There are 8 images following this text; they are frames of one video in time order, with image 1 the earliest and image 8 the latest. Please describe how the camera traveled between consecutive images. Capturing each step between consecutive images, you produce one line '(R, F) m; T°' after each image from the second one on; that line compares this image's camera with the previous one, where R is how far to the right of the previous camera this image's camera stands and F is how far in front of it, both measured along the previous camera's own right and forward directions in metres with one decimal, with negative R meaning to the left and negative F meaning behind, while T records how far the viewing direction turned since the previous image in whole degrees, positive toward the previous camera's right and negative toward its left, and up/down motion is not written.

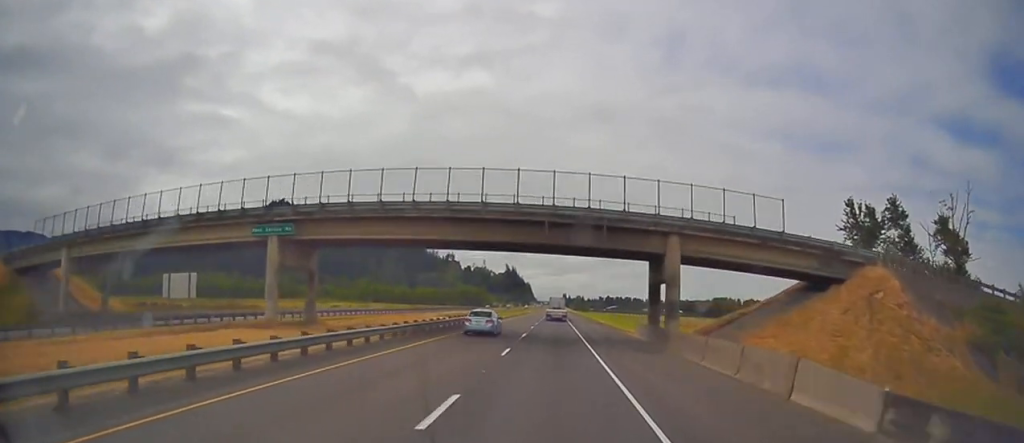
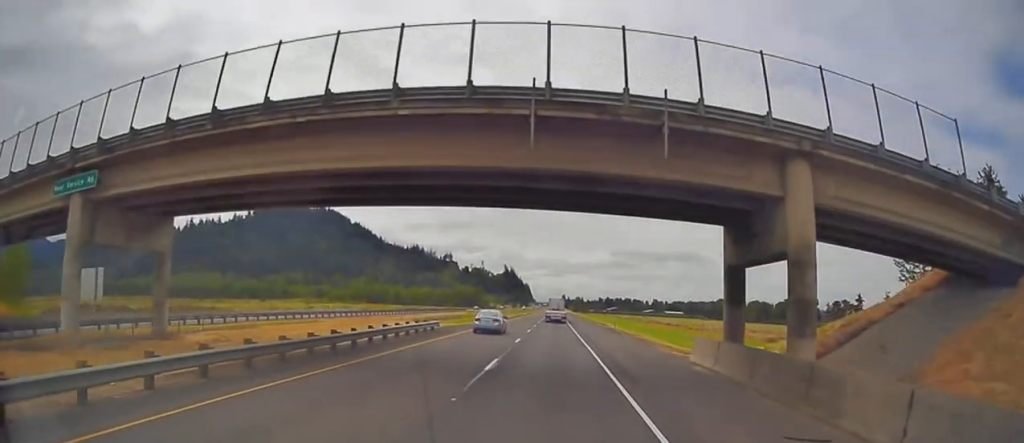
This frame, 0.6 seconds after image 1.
(-0.1, +16.9) m; 0°
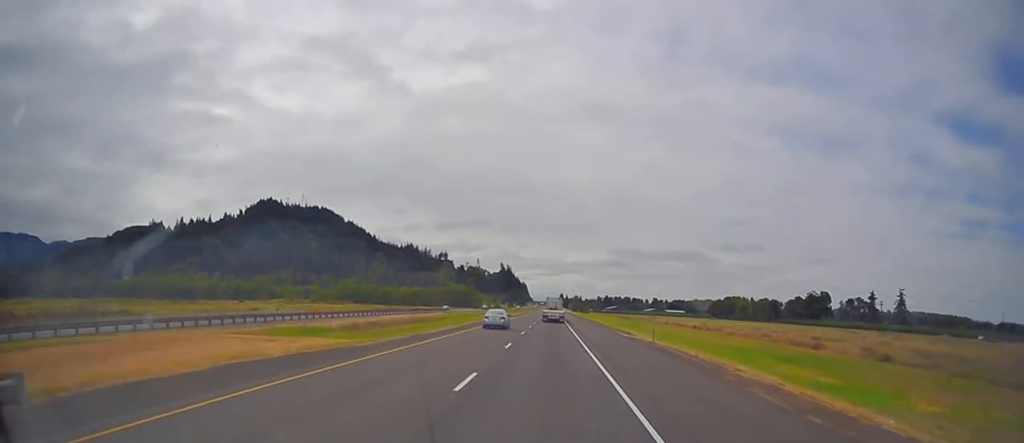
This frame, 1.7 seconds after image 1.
(+0.3, +28.9) m; 0°
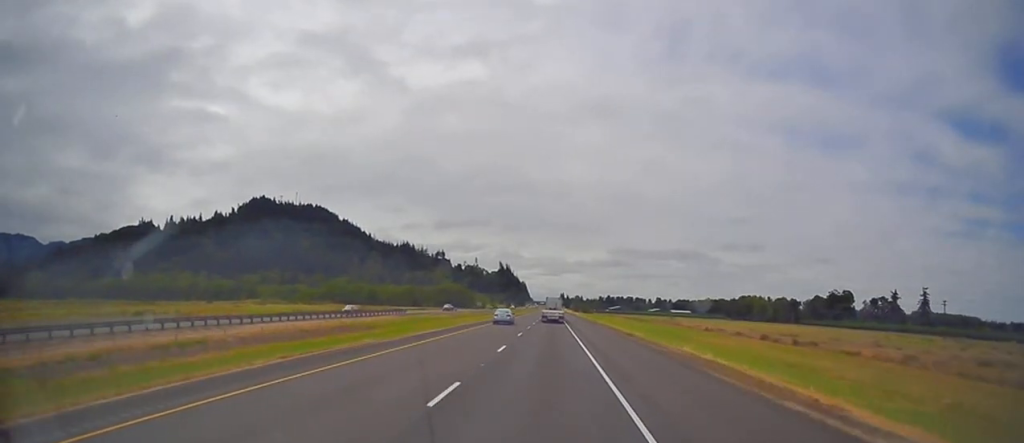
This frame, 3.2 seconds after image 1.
(-0.4, +36.9) m; 0°
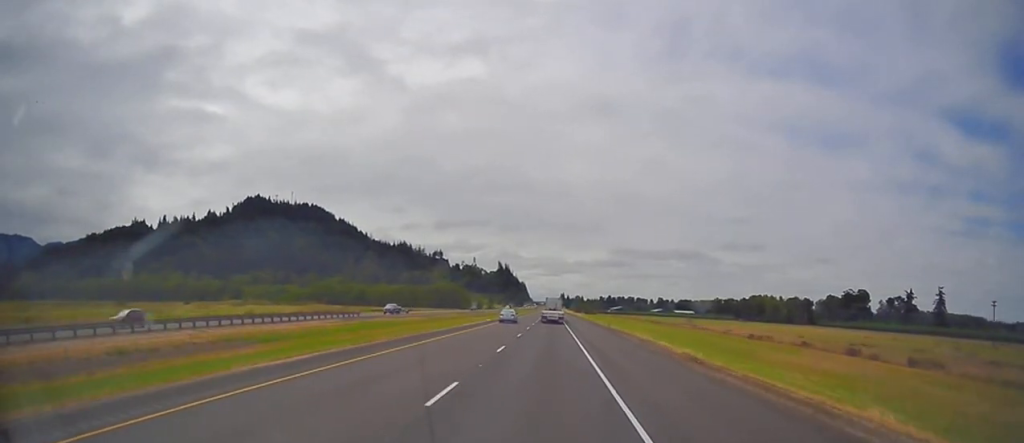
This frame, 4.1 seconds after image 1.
(+0.6, +24.6) m; +1°
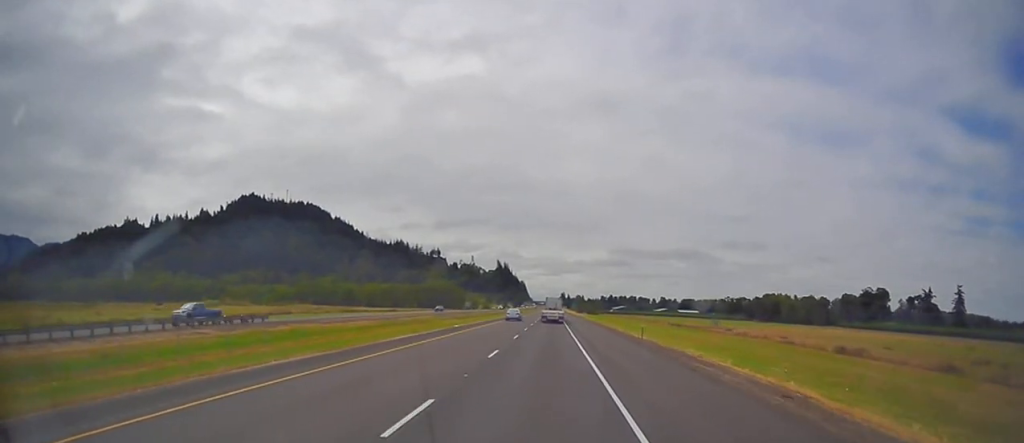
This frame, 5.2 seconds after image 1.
(0.0, +26.0) m; -1°
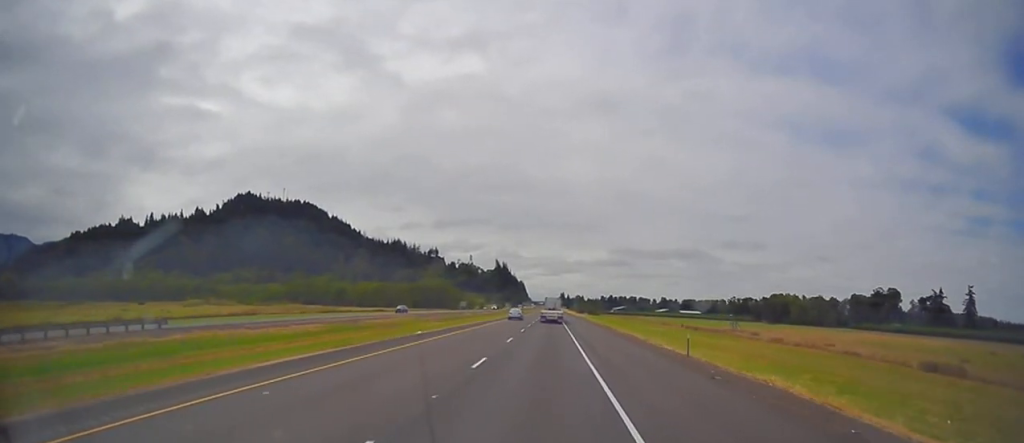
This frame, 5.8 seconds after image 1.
(-0.4, +15.8) m; 0°
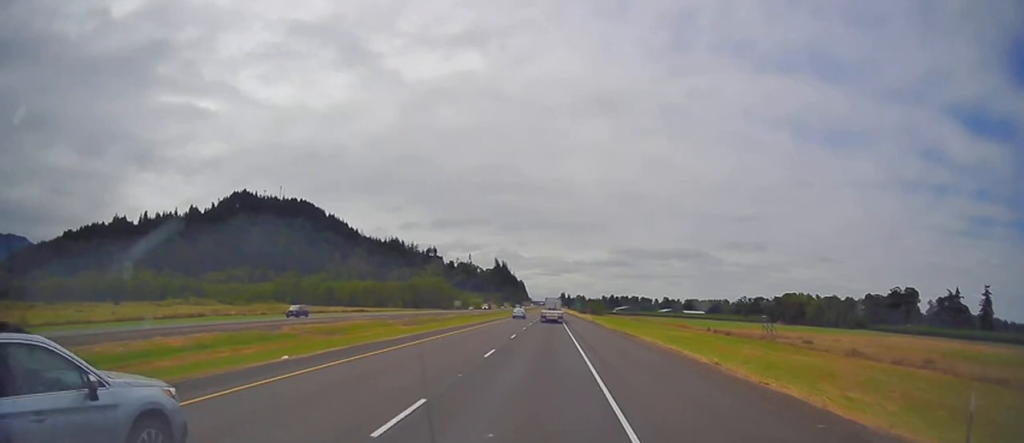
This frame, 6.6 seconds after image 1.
(0.0, +20.8) m; 0°
